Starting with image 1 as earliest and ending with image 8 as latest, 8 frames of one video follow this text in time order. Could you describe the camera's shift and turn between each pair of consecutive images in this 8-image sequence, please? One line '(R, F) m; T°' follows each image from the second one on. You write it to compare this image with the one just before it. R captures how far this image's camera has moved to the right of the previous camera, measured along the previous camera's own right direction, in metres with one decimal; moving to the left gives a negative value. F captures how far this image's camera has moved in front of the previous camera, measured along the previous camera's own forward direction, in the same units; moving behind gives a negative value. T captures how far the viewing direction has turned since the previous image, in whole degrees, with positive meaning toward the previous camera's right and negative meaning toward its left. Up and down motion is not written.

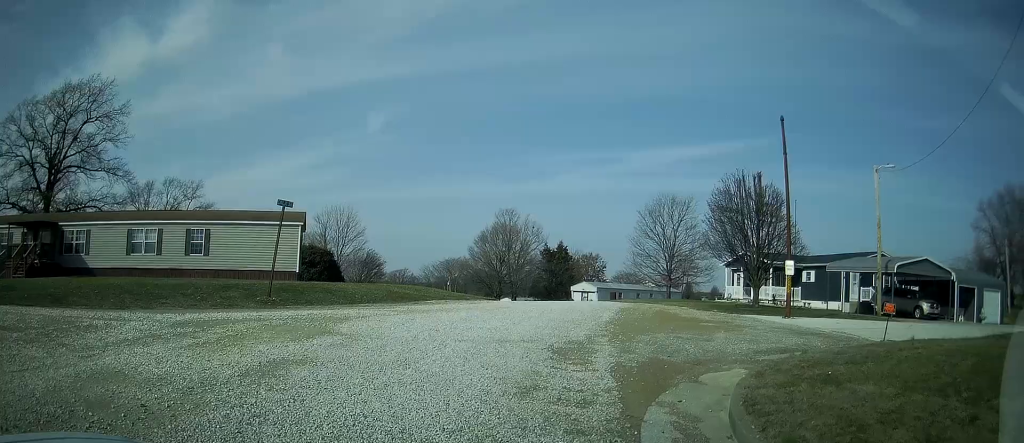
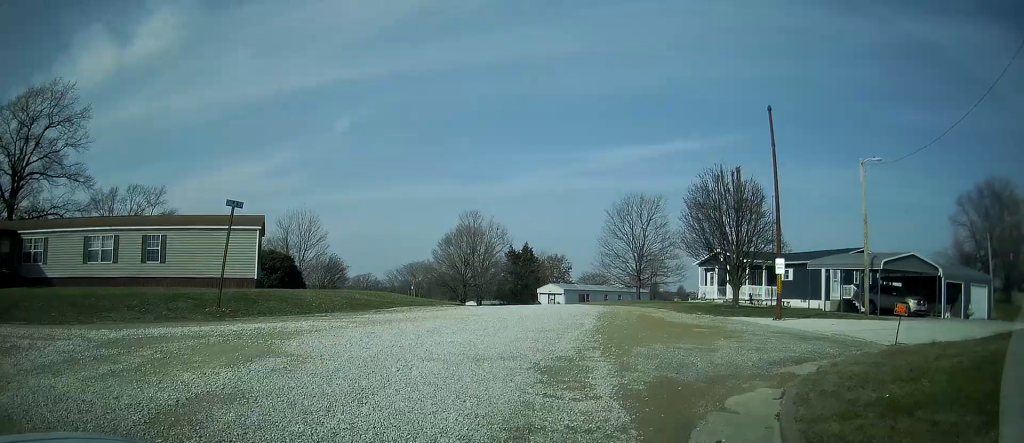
(0.0, +1.8) m; 0°
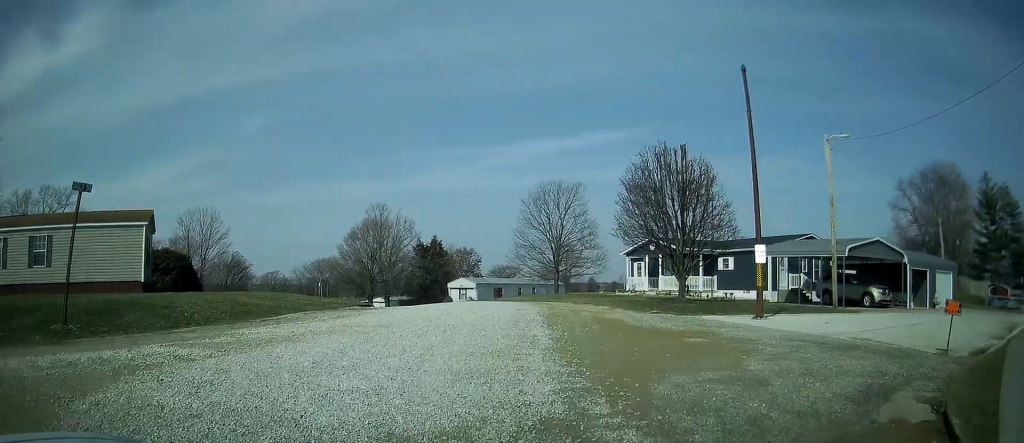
(+0.1, +4.1) m; +5°
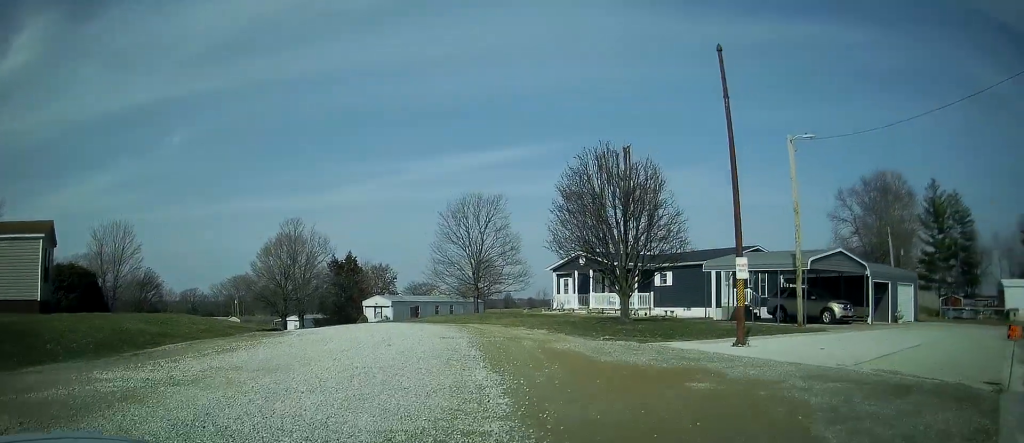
(+0.2, +3.3) m; +6°
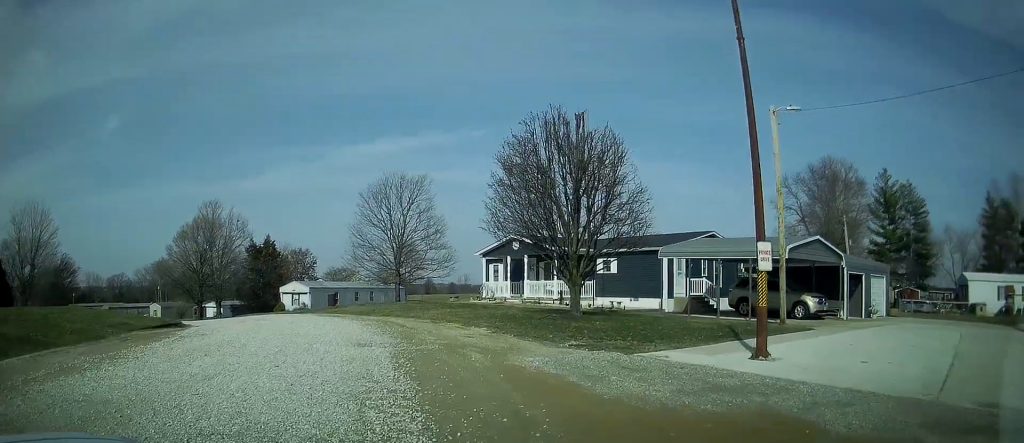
(+0.2, +4.1) m; +8°
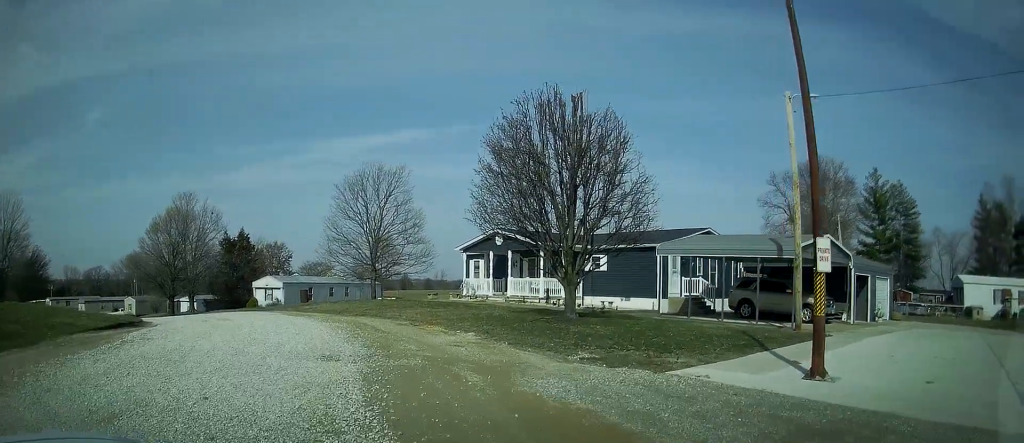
(+0.1, +2.2) m; +2°
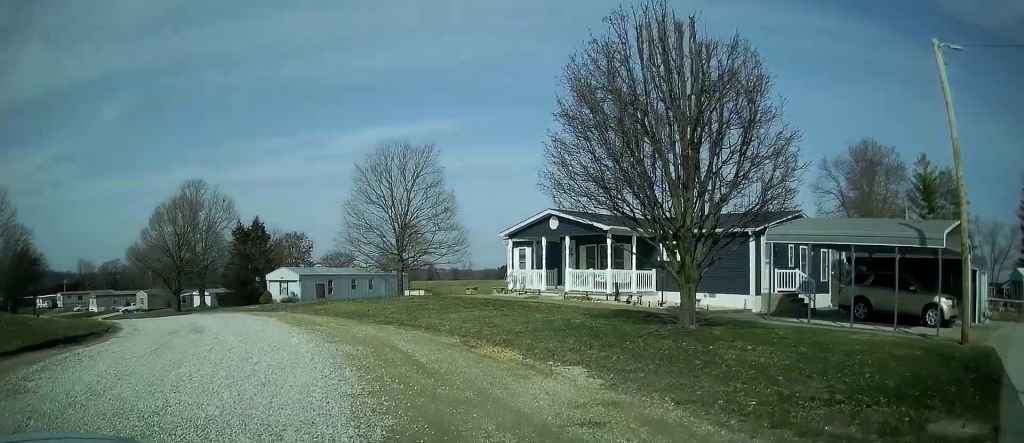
(-0.1, +6.1) m; -4°
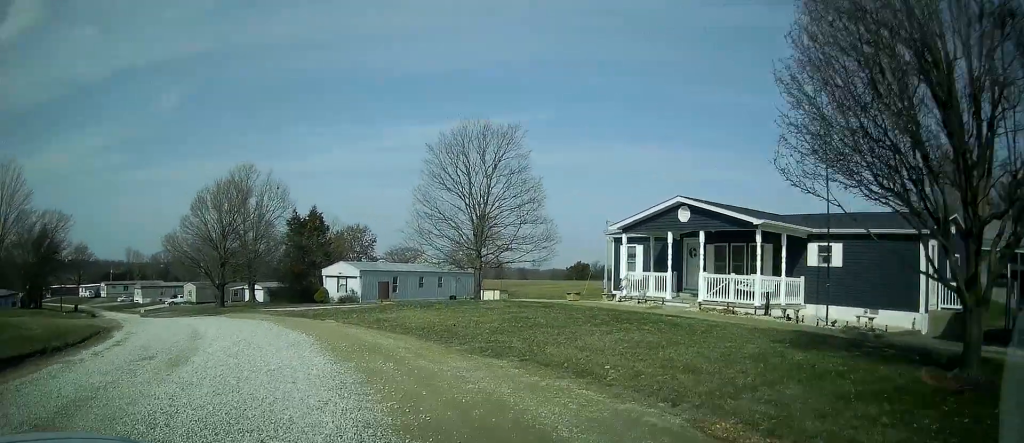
(0.0, +6.3) m; -3°
